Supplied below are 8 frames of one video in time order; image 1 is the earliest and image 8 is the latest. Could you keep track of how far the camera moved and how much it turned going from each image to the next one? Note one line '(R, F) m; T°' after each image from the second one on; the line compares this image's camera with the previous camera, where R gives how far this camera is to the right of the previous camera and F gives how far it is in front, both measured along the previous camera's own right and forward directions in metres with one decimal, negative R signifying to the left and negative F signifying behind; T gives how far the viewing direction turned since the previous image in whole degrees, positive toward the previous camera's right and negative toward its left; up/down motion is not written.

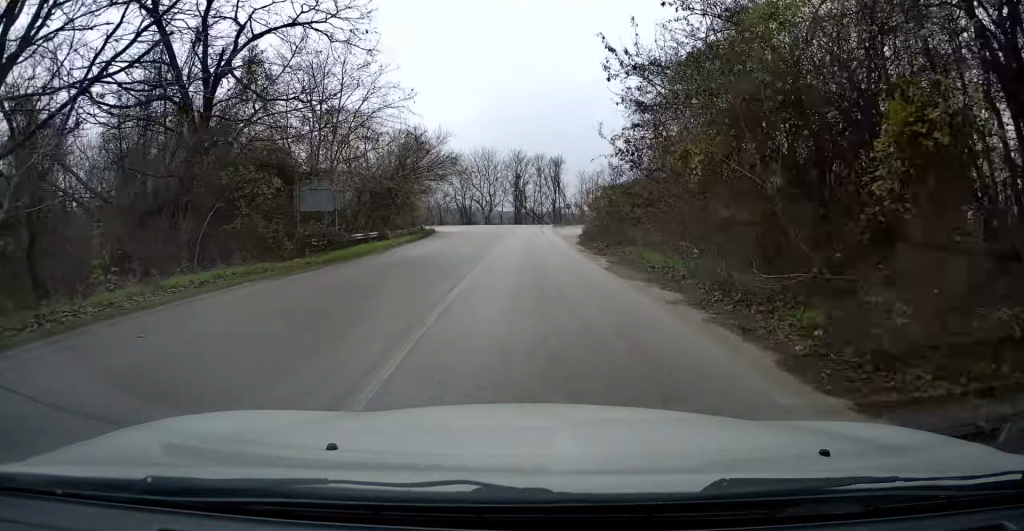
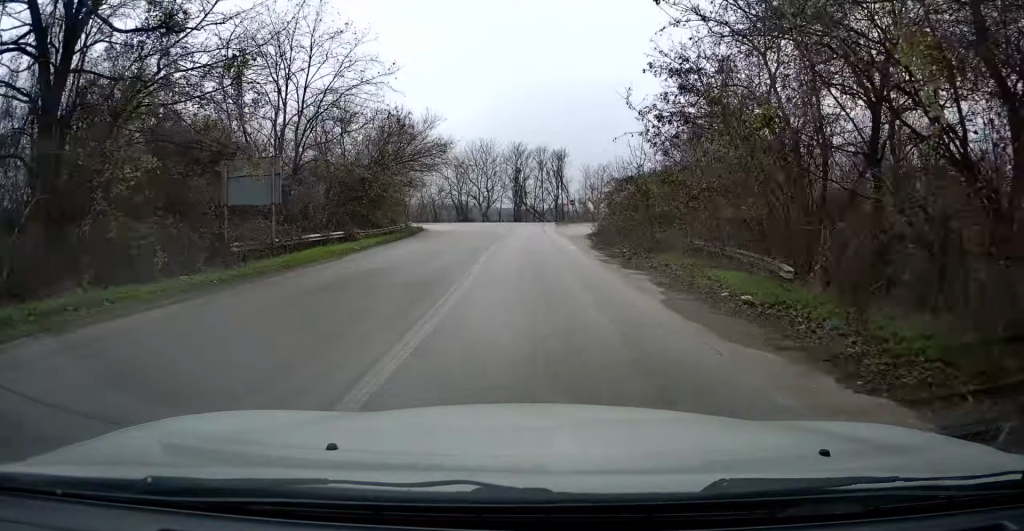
(-0.2, +6.1) m; 0°
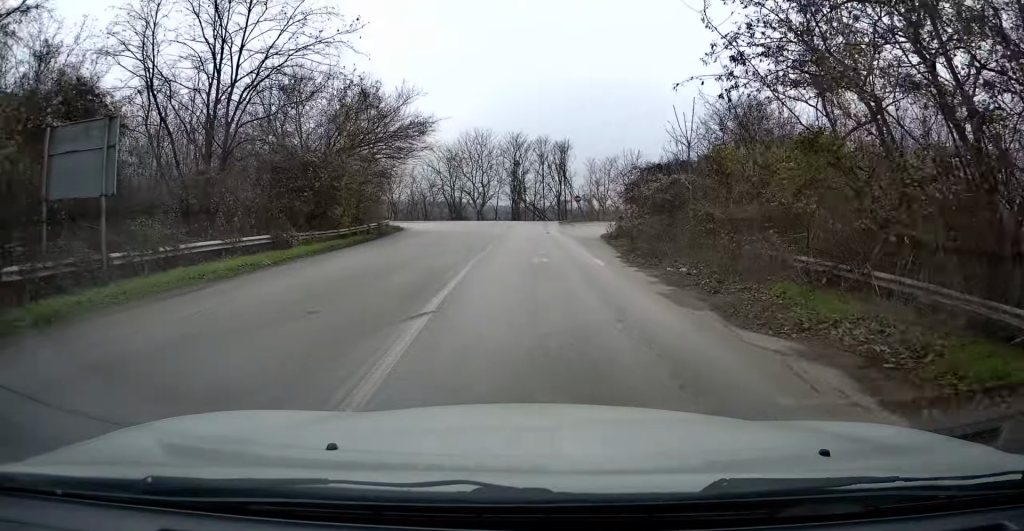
(0.0, +7.7) m; 0°
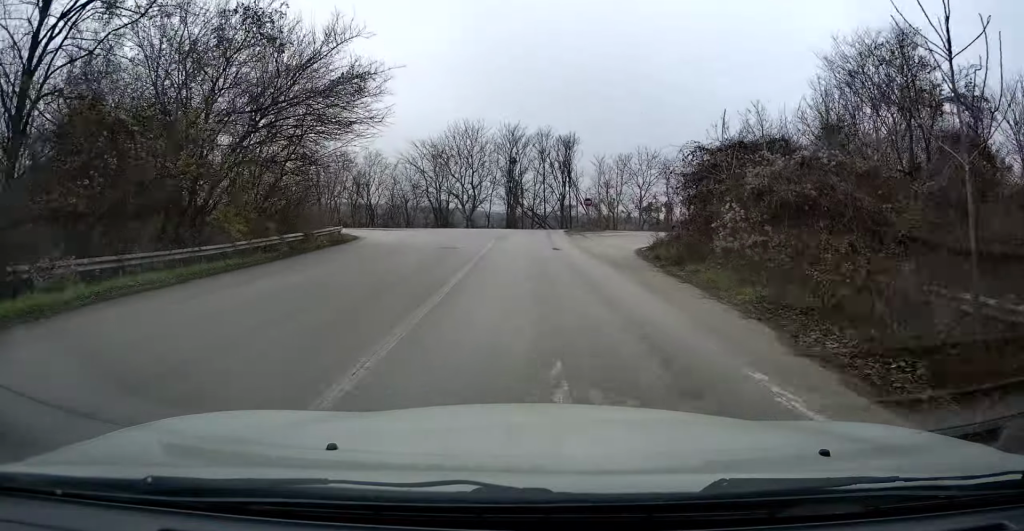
(0.0, +11.5) m; -1°
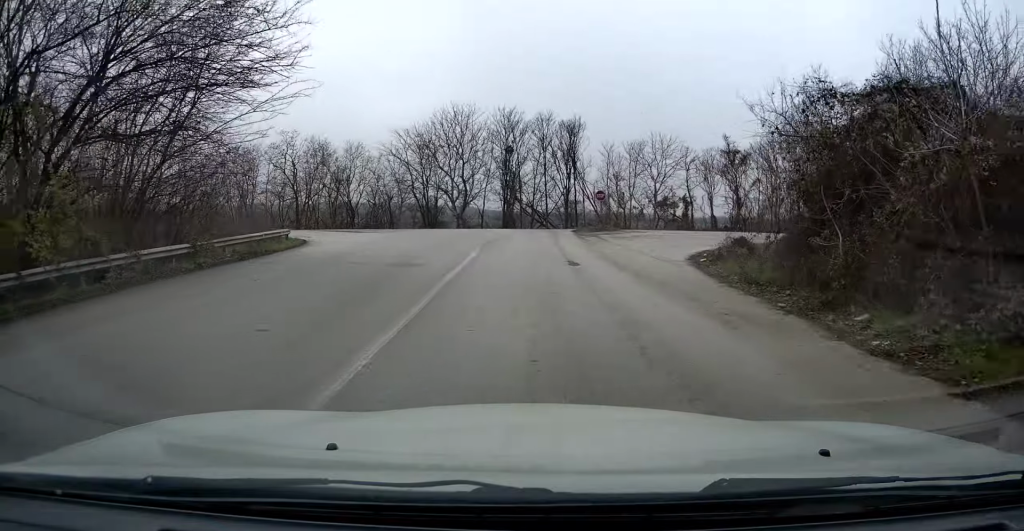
(-0.2, +8.4) m; 0°
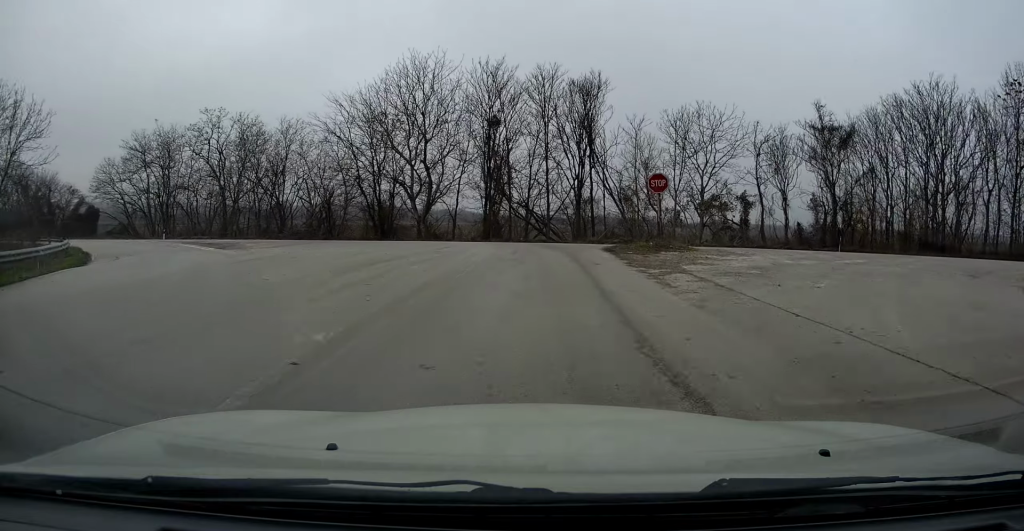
(+0.7, +18.1) m; +2°
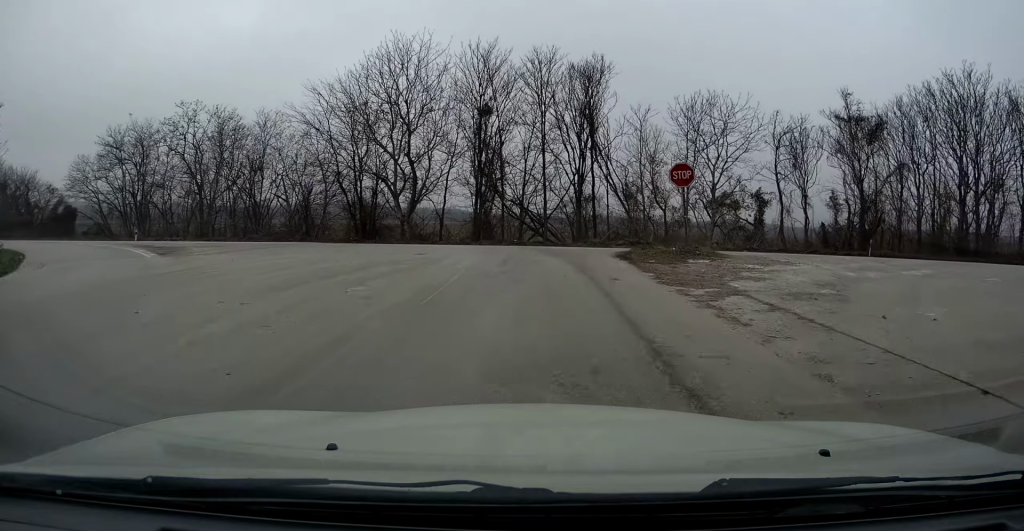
(-0.1, +3.8) m; -1°
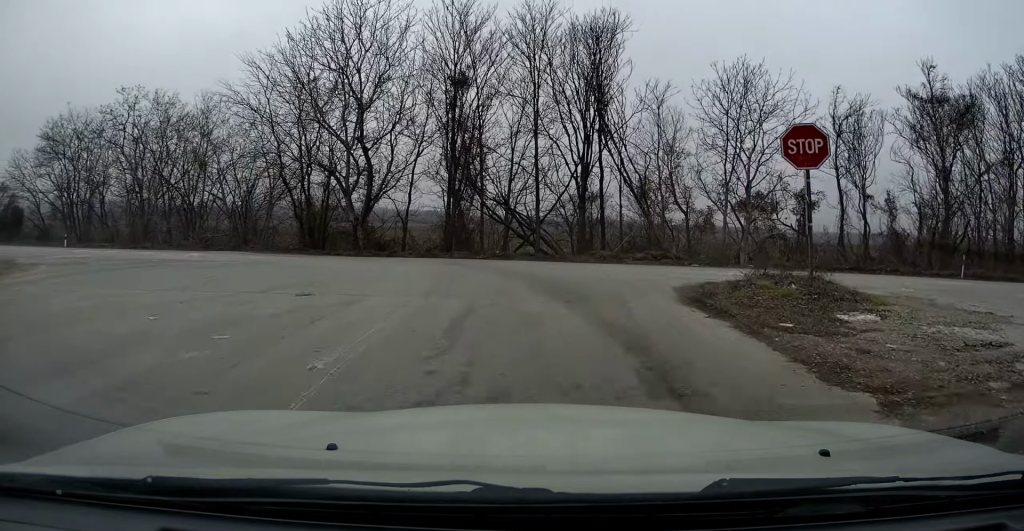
(-0.2, +8.0) m; -2°
